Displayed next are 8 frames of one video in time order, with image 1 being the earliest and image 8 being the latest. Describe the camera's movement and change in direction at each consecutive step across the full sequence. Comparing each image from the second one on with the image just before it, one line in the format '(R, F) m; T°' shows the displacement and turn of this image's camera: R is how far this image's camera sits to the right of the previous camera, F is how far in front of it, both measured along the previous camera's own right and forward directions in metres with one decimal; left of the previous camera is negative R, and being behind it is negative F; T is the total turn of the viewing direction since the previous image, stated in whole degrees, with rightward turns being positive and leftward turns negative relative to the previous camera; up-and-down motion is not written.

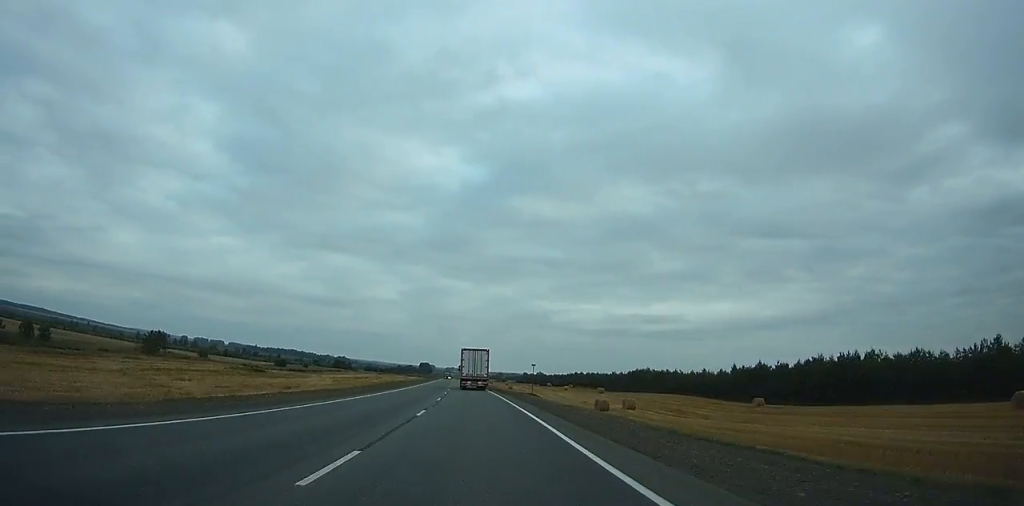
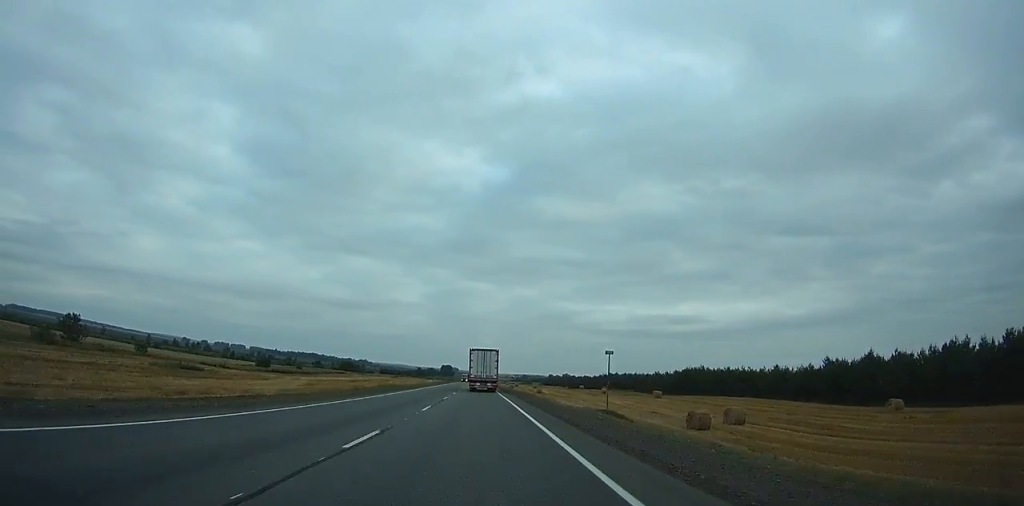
(-0.3, +31.6) m; -2°
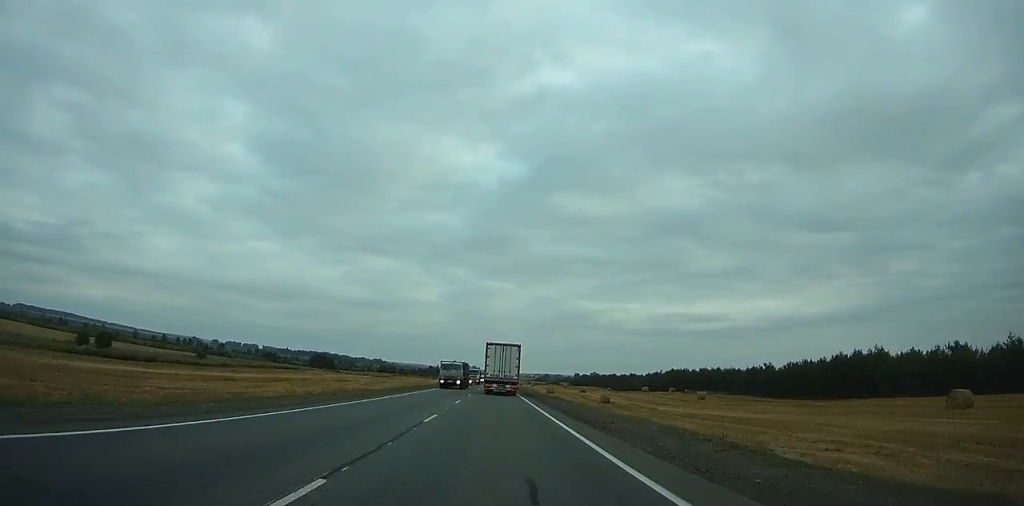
(-2.5, +77.6) m; -3°
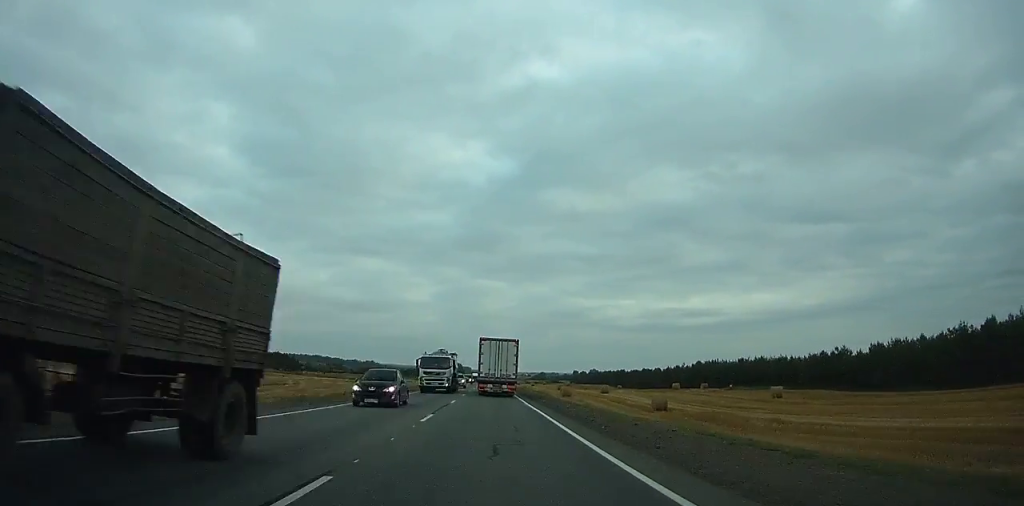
(-0.4, +34.6) m; -1°
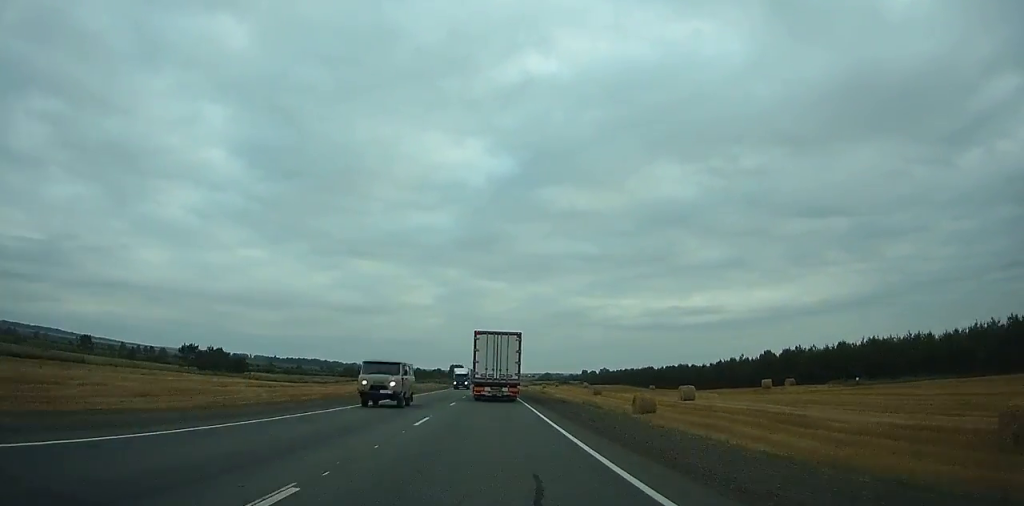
(-0.2, +50.1) m; 0°
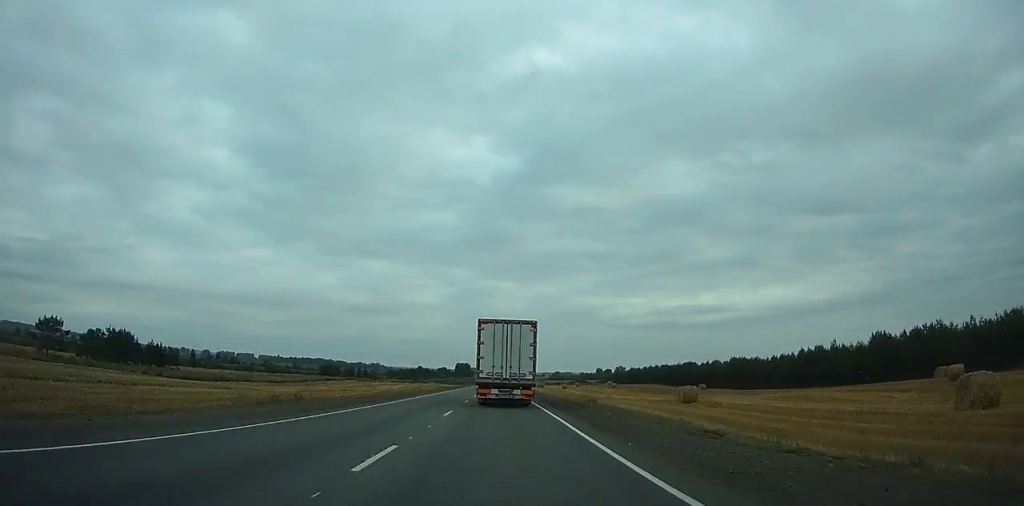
(+0.1, +43.8) m; 0°
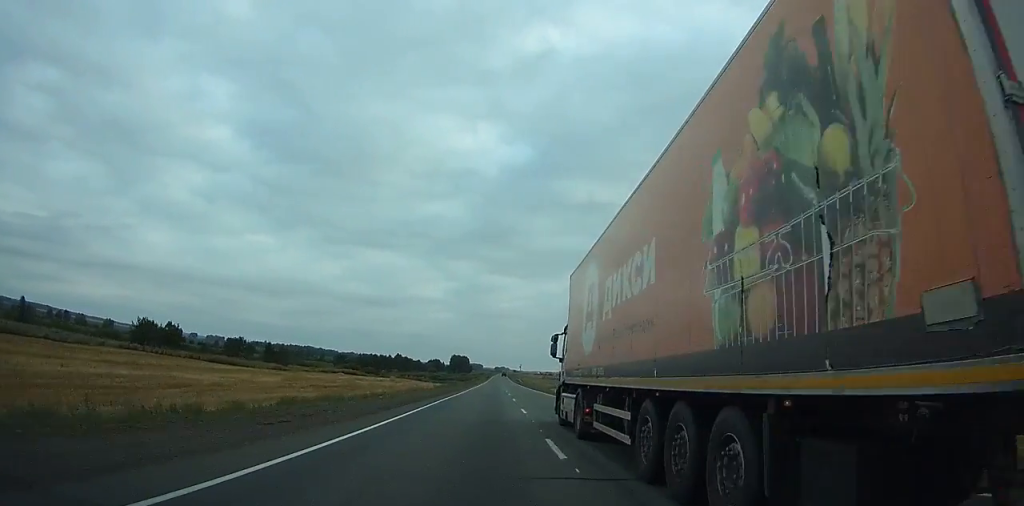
(-1.9, +130.8) m; -1°
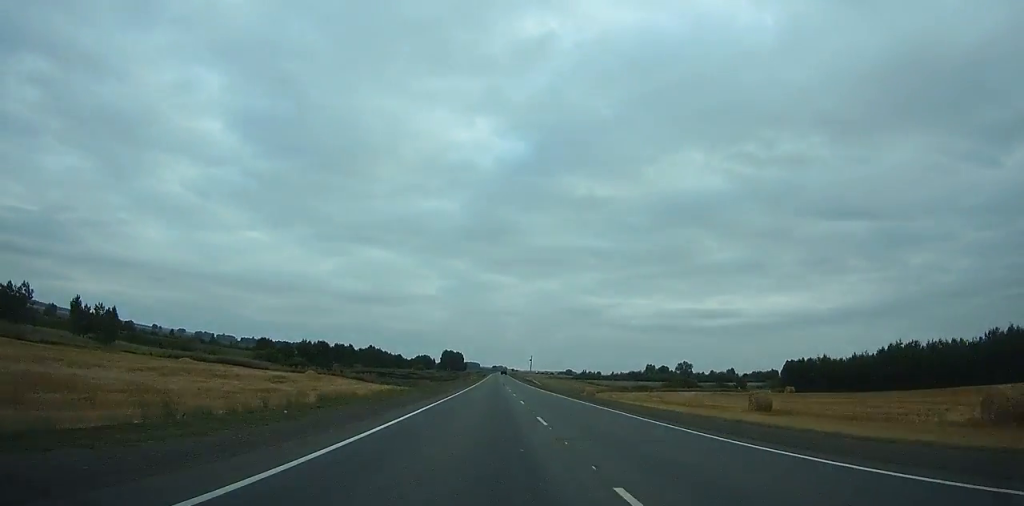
(+0.4, +75.2) m; +1°
